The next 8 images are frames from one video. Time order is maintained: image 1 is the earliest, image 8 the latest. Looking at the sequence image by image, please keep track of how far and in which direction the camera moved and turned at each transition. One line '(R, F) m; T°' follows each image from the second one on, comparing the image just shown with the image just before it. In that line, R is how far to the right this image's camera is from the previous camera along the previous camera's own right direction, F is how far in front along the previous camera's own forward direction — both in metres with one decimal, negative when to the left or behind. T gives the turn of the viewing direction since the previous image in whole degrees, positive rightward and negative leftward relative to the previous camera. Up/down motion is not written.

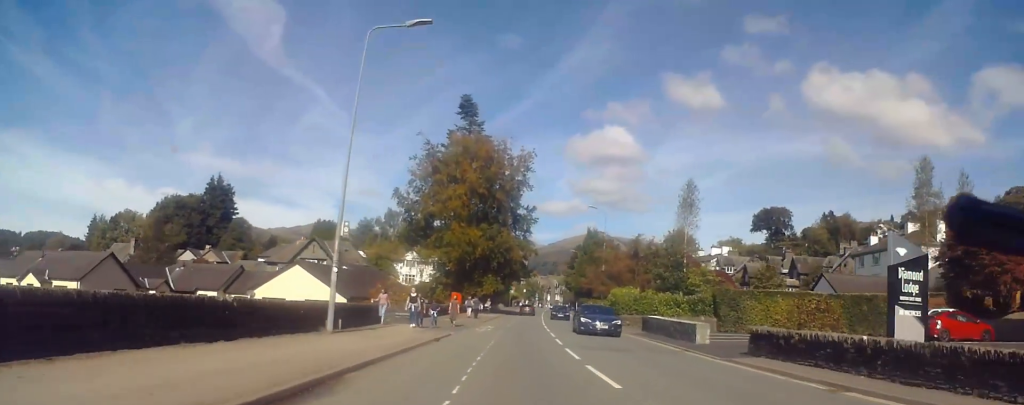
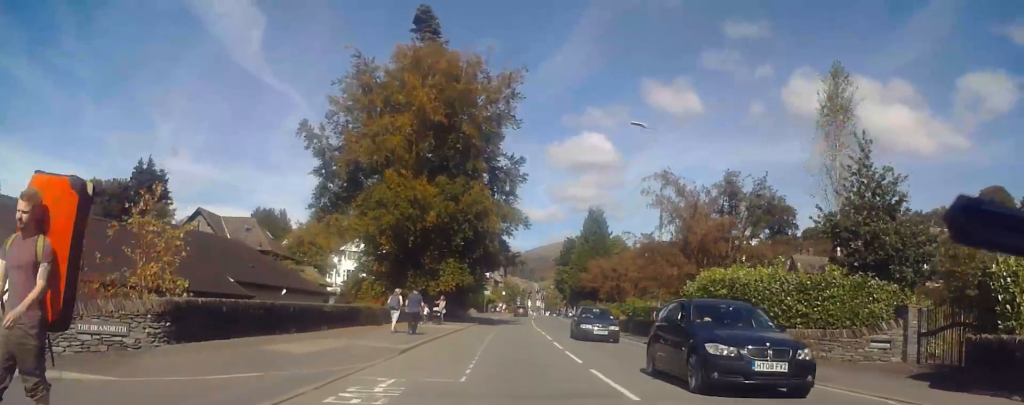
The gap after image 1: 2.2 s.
(+0.2, +29.5) m; 0°
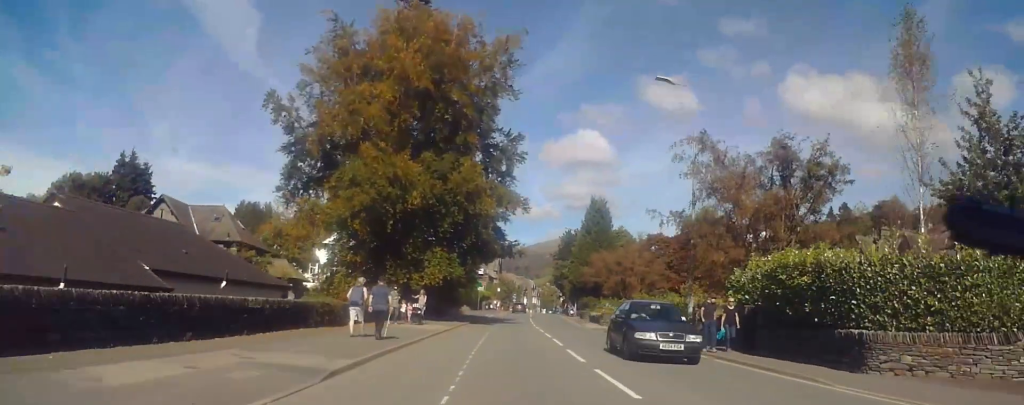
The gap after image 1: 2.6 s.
(0.0, +6.4) m; 0°
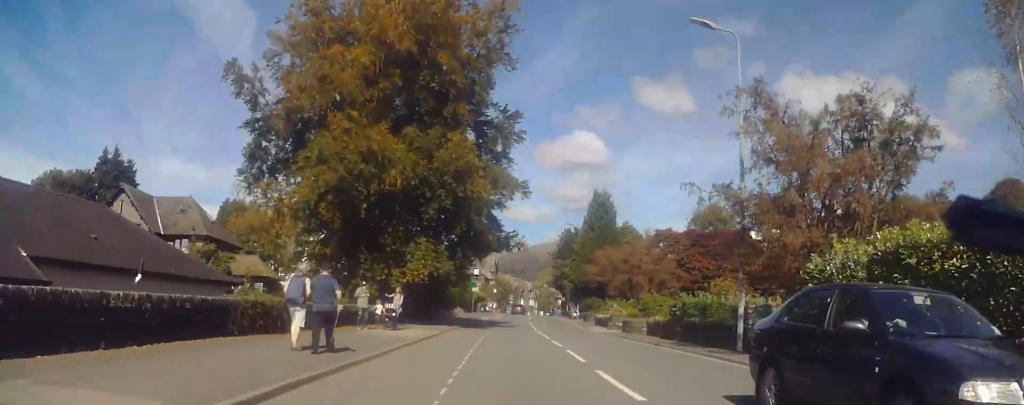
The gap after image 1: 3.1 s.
(0.0, +6.0) m; 0°
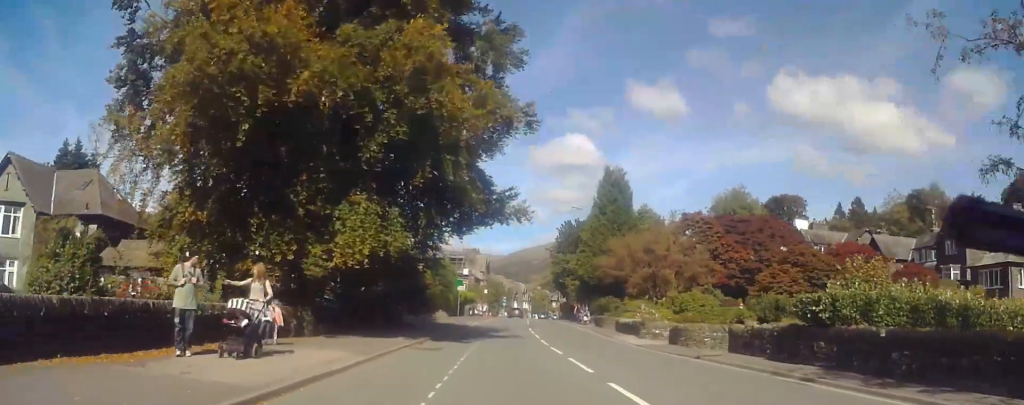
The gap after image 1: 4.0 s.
(-0.1, +13.4) m; 0°
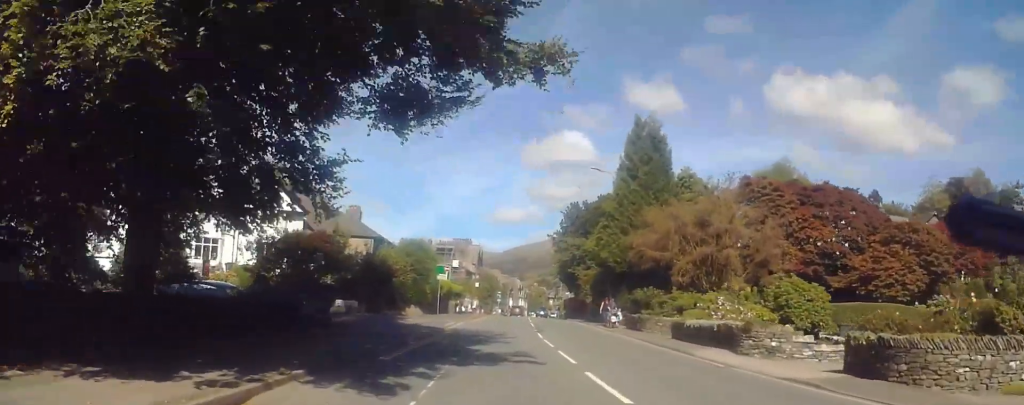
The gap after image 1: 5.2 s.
(0.0, +15.8) m; 0°
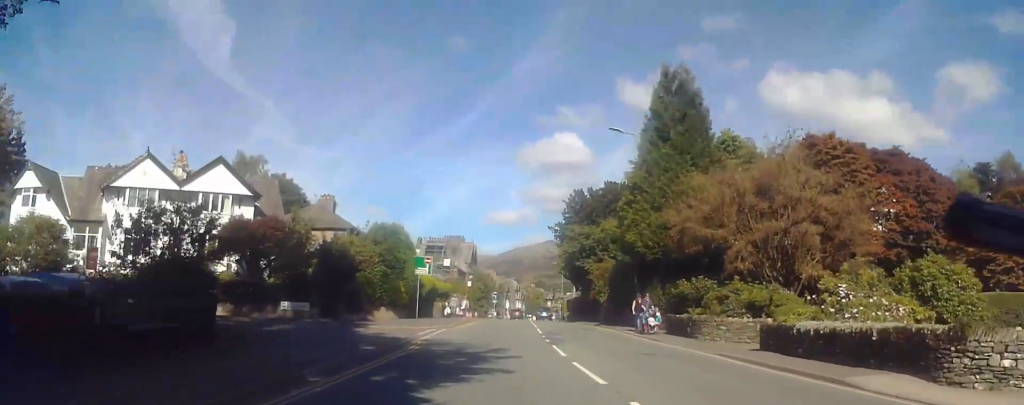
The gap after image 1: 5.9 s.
(0.0, +10.1) m; 0°
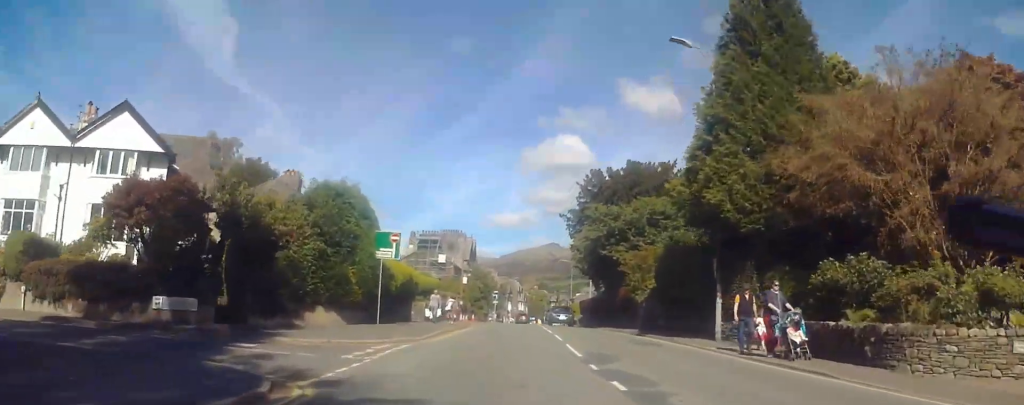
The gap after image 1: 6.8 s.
(0.0, +12.8) m; +1°
